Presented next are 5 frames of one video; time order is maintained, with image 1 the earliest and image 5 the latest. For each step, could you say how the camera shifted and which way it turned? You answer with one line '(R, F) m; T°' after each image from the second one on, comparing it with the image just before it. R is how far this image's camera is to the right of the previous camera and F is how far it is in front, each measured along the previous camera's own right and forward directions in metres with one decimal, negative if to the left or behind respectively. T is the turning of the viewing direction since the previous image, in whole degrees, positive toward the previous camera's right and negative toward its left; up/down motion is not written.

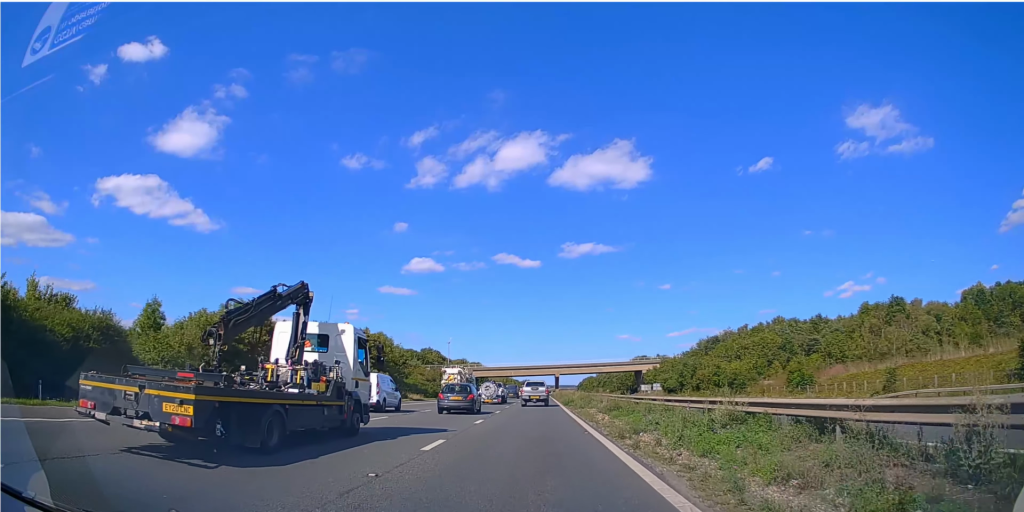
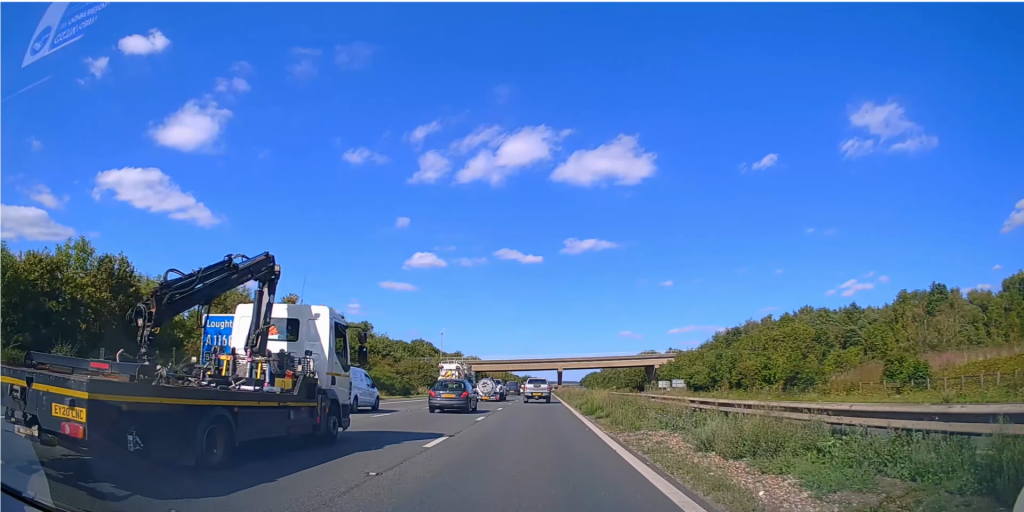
(0.0, +17.9) m; 0°
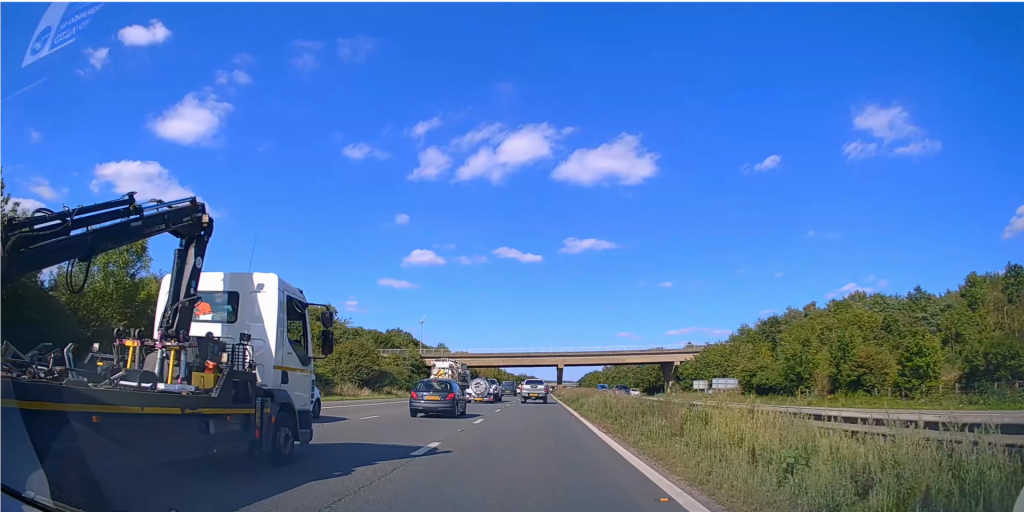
(-0.1, +28.0) m; 0°
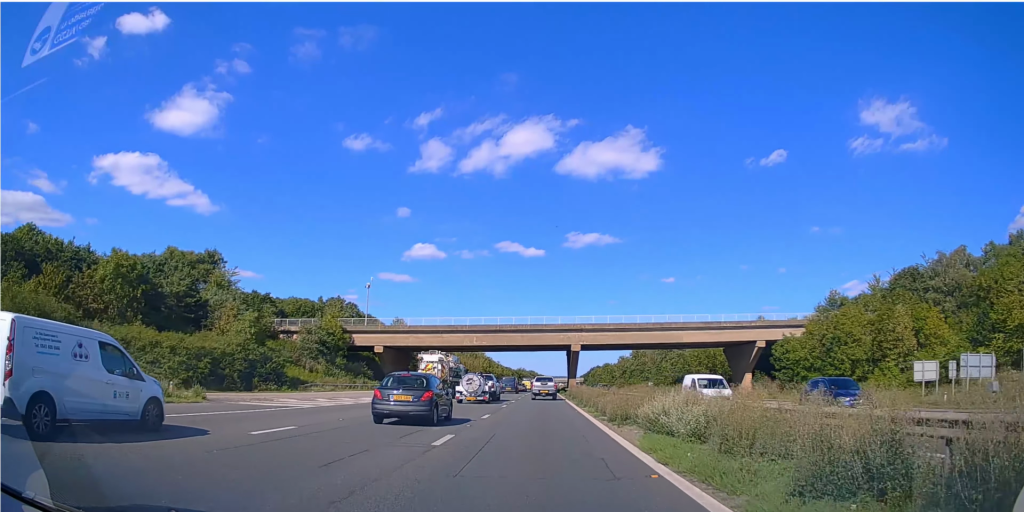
(+0.1, +49.3) m; 0°
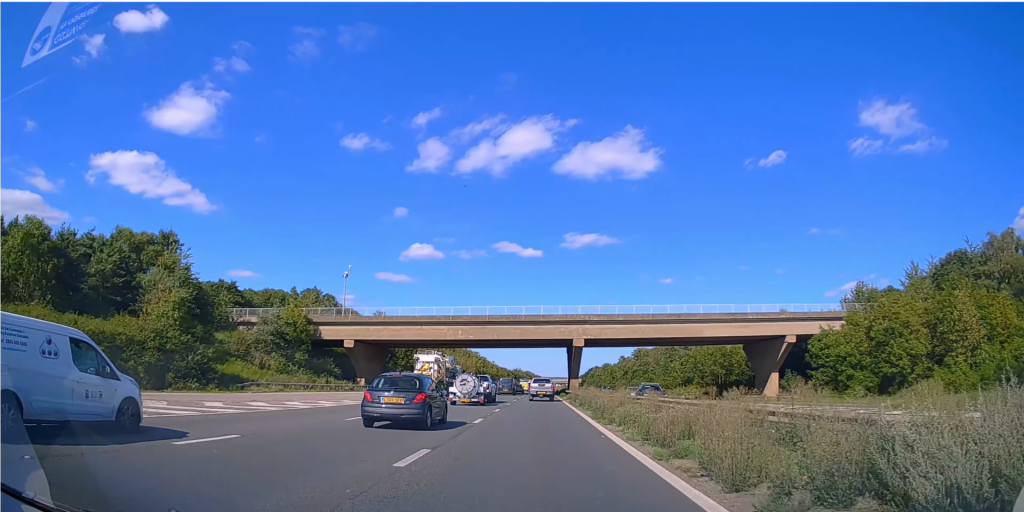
(0.0, +9.5) m; 0°
